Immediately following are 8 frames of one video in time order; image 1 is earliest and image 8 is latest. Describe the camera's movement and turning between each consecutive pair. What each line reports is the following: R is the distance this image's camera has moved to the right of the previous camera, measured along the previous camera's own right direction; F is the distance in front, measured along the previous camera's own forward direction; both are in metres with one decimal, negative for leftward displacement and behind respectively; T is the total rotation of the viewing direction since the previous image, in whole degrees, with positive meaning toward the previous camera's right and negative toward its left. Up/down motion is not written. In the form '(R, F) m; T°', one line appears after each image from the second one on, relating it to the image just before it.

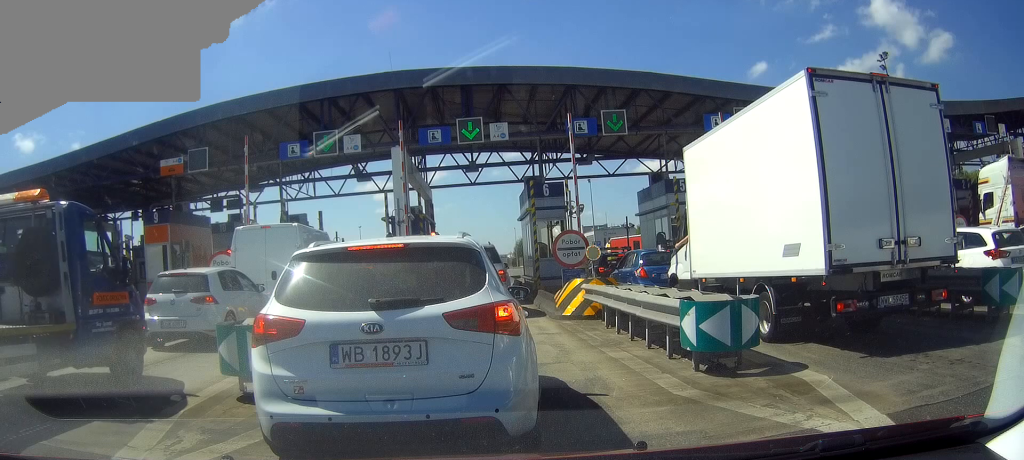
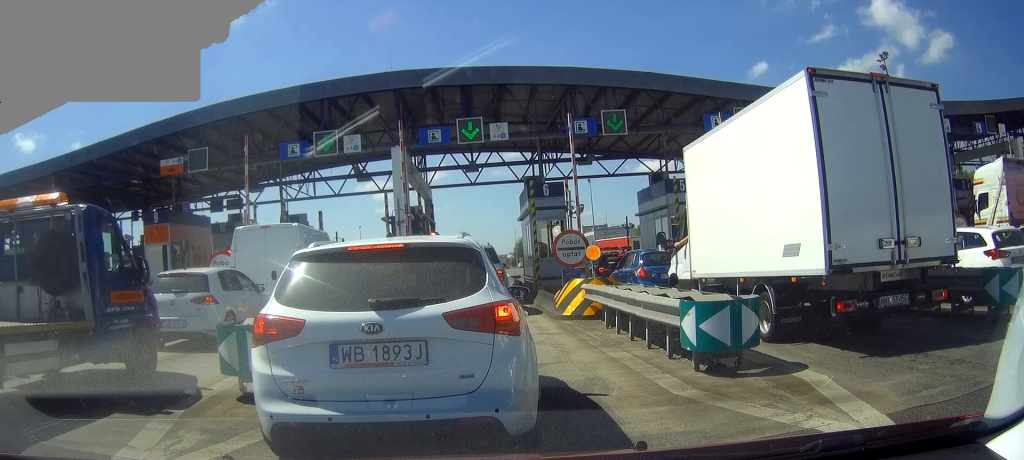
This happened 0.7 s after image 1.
(0.0, 0.0) m; 0°
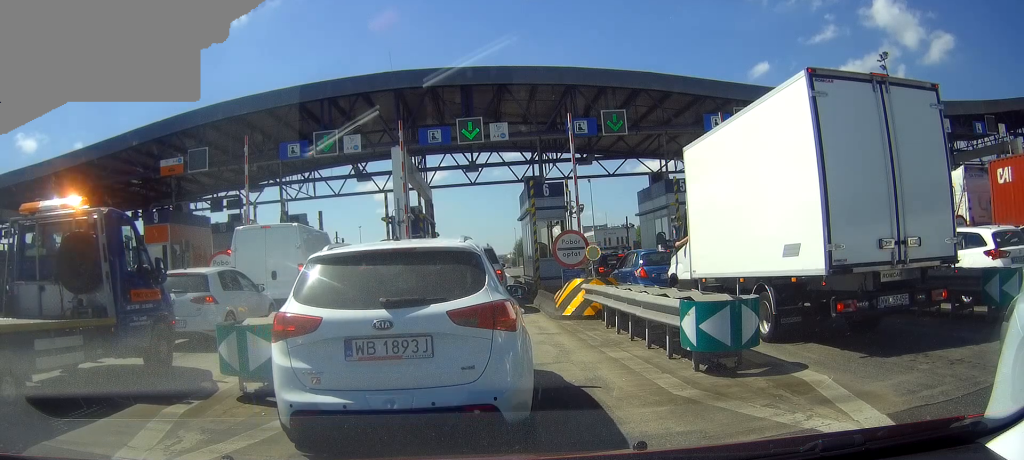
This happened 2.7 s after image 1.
(0.0, +0.2) m; 0°
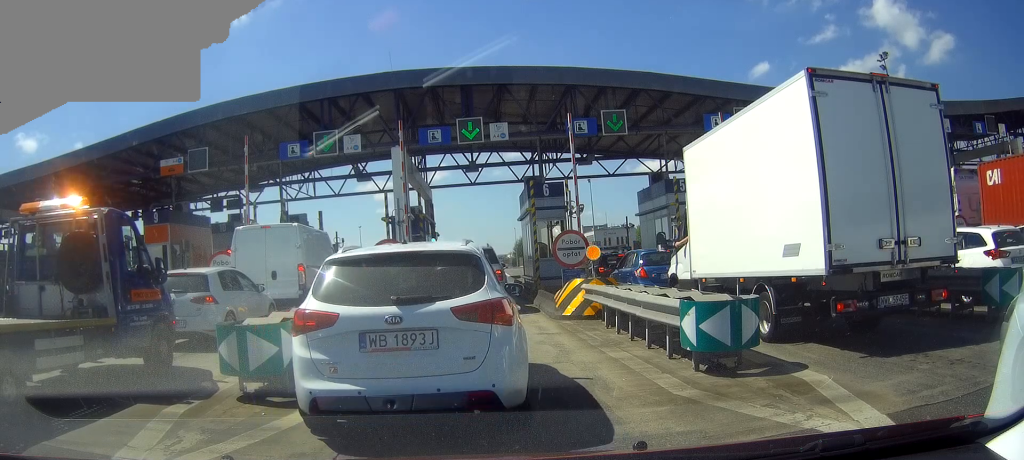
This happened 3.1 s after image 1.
(0.0, 0.0) m; 0°
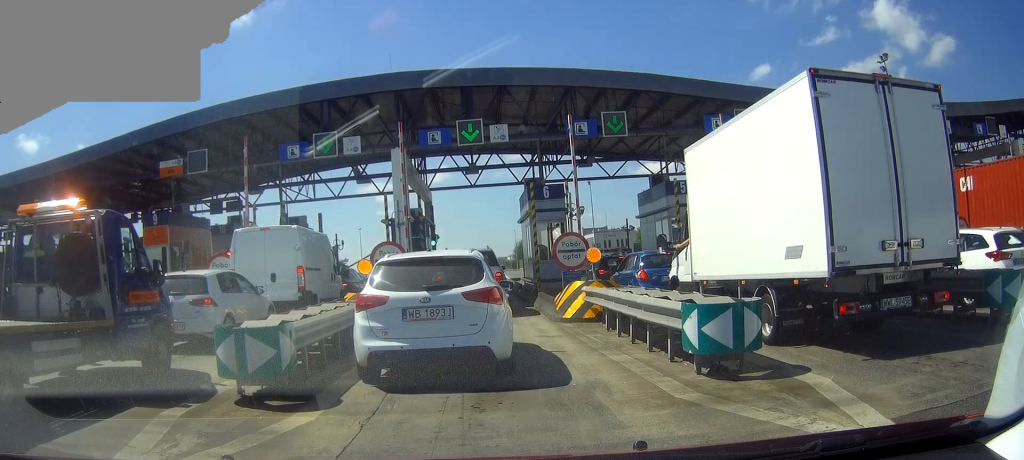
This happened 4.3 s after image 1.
(0.0, +0.4) m; 0°
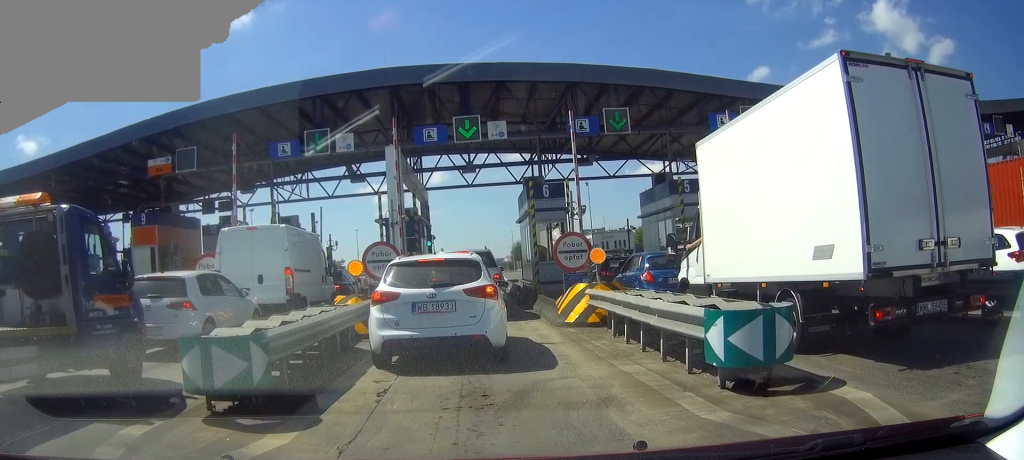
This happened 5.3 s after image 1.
(0.0, +0.9) m; 0°
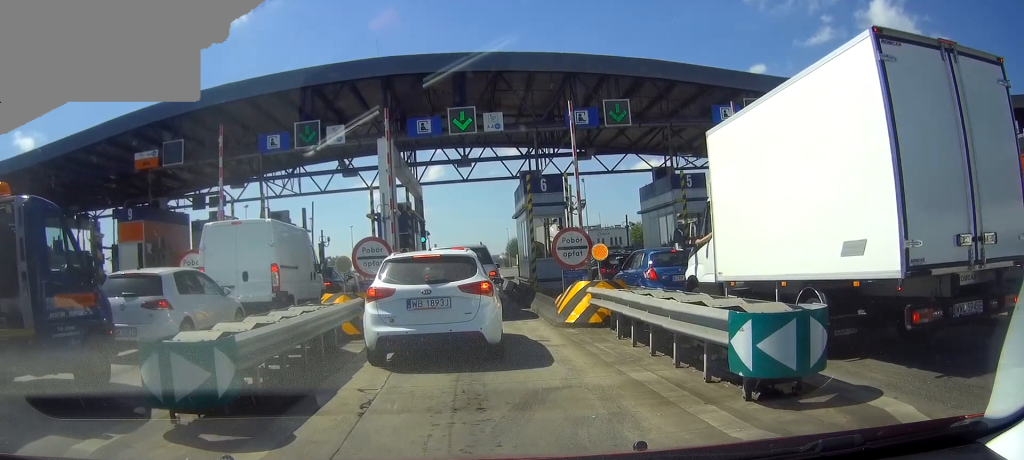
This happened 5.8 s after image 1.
(-0.1, +0.7) m; -1°
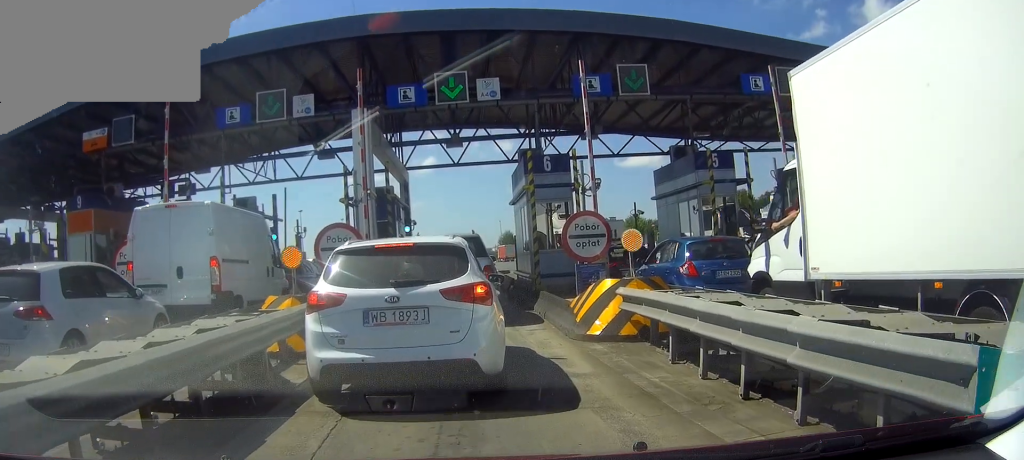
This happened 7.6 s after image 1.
(0.0, +3.2) m; +1°
